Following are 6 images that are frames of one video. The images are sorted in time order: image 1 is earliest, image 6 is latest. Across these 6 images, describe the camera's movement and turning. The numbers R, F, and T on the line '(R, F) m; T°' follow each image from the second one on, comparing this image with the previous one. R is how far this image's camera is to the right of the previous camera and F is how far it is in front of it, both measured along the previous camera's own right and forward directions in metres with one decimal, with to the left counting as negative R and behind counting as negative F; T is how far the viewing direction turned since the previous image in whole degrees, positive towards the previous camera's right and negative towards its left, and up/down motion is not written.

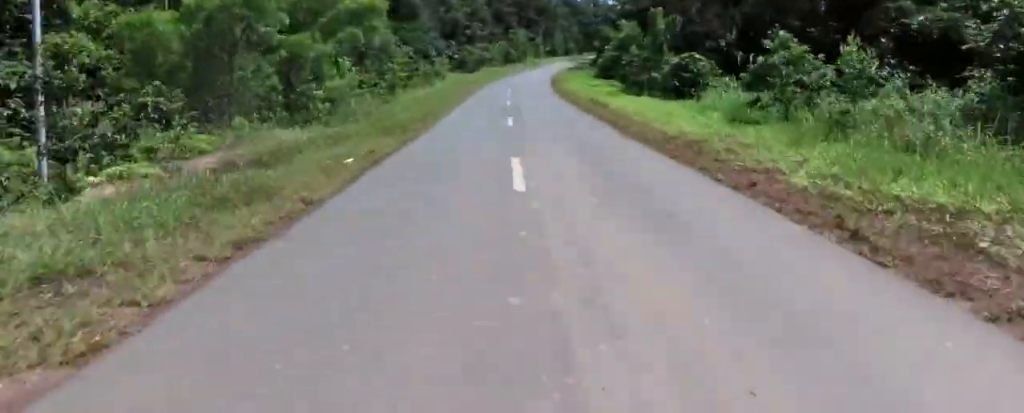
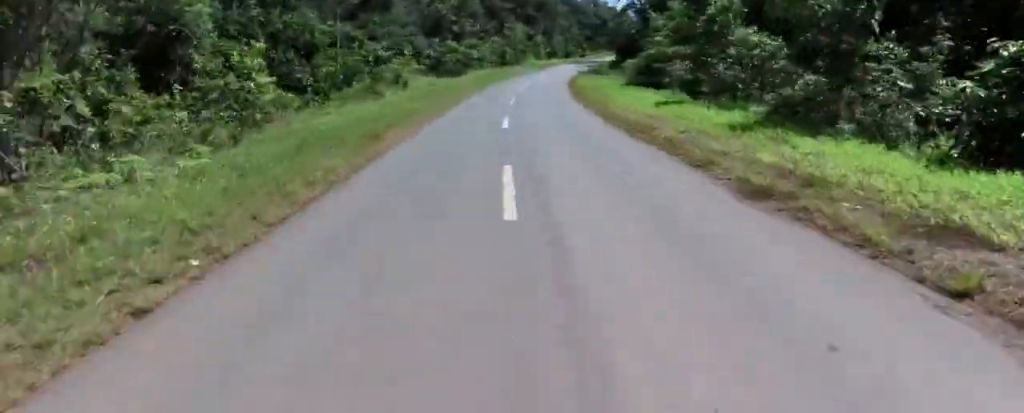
(+0.2, +17.9) m; +1°
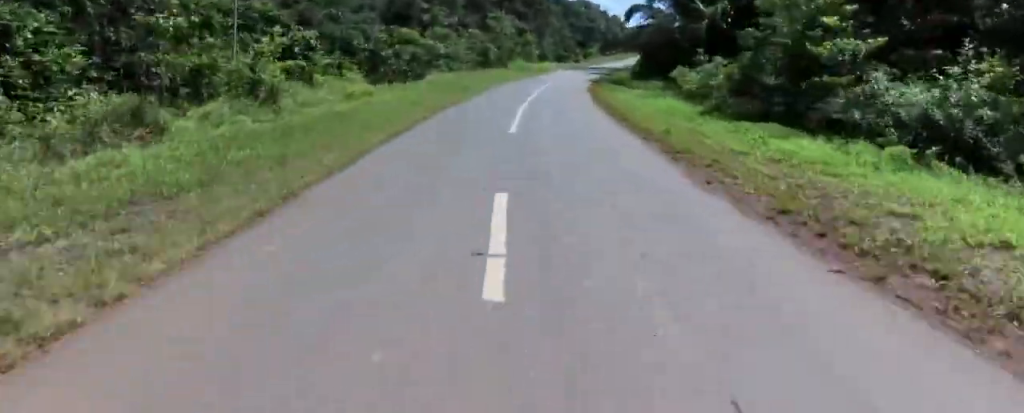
(+0.3, +18.4) m; +1°
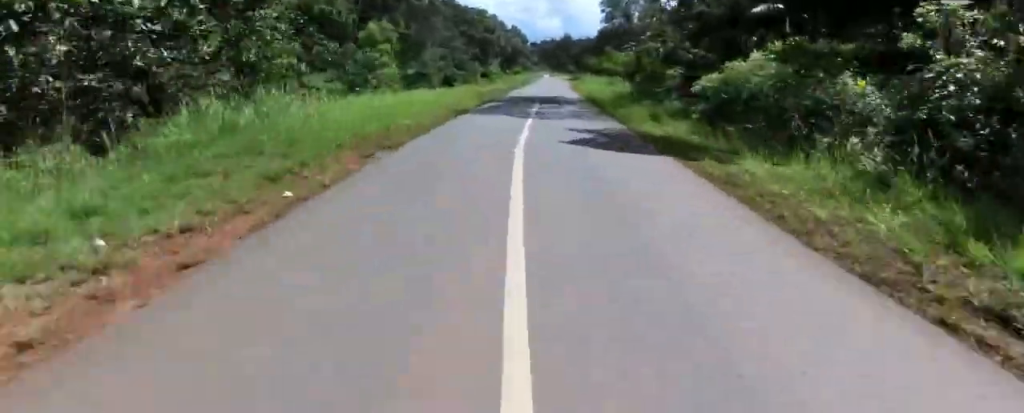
(+0.6, +45.2) m; +5°
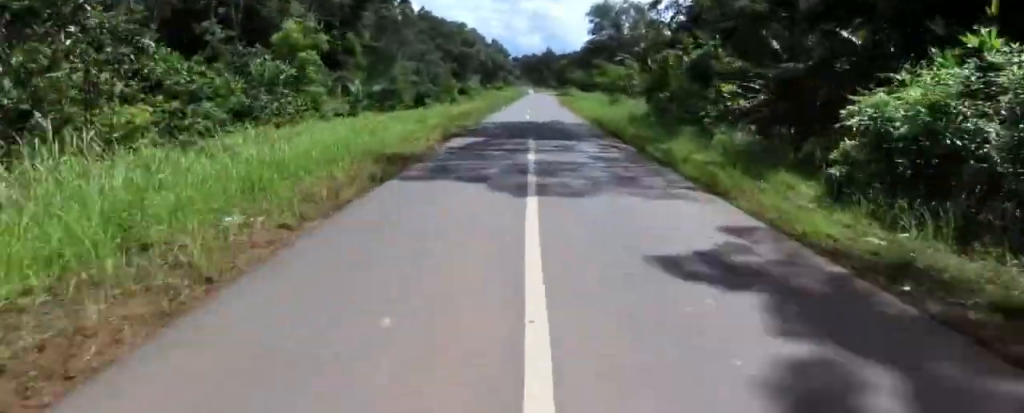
(+0.3, +9.2) m; +4°
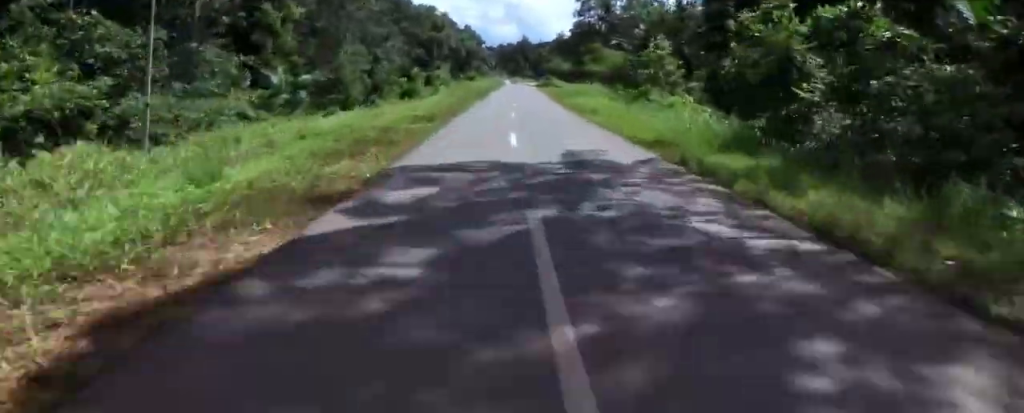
(+0.7, +14.1) m; +5°
